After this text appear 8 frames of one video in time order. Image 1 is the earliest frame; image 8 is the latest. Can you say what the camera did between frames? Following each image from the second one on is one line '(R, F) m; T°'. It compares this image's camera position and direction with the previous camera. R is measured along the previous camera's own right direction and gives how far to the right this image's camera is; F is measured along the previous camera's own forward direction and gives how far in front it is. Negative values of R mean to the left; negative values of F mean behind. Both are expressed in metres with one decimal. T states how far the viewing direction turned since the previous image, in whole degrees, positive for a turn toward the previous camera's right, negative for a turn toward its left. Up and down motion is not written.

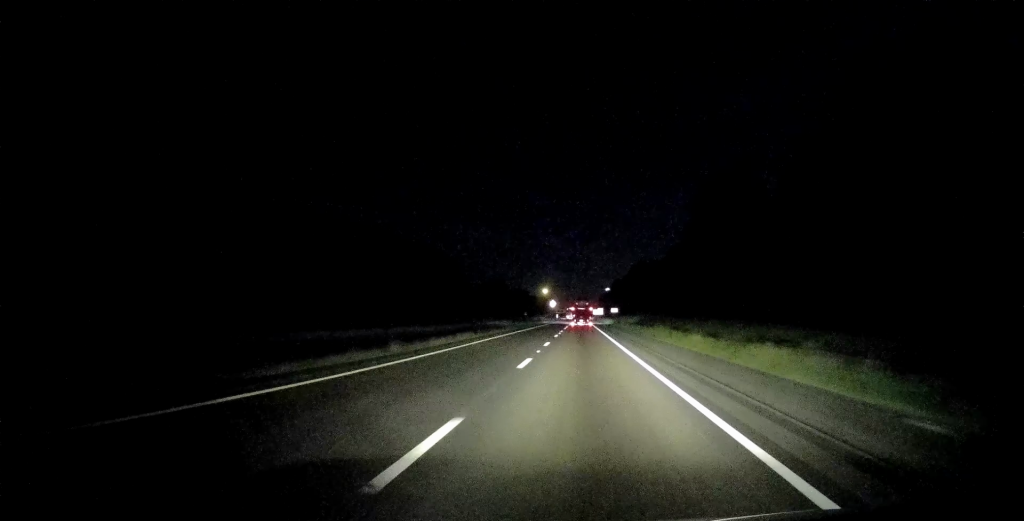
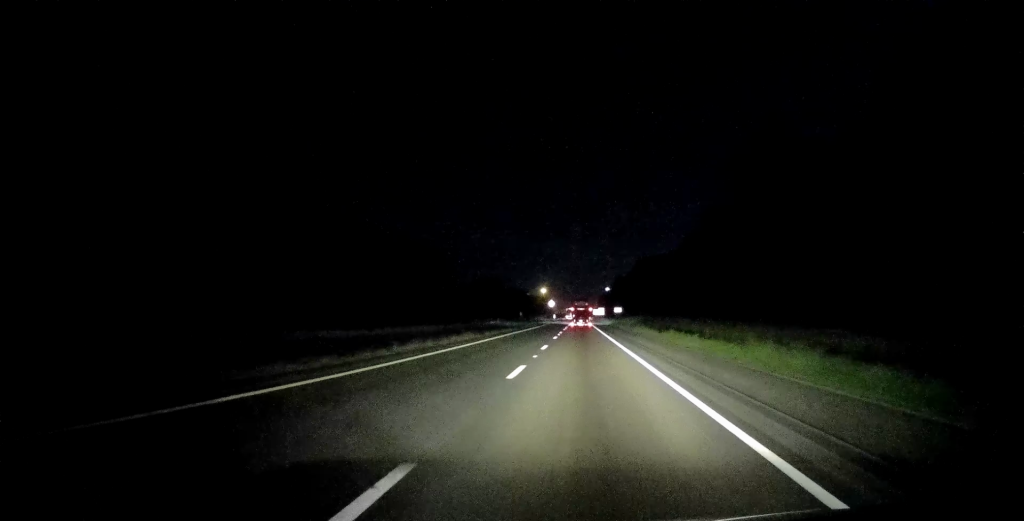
(-0.1, +26.9) m; 0°
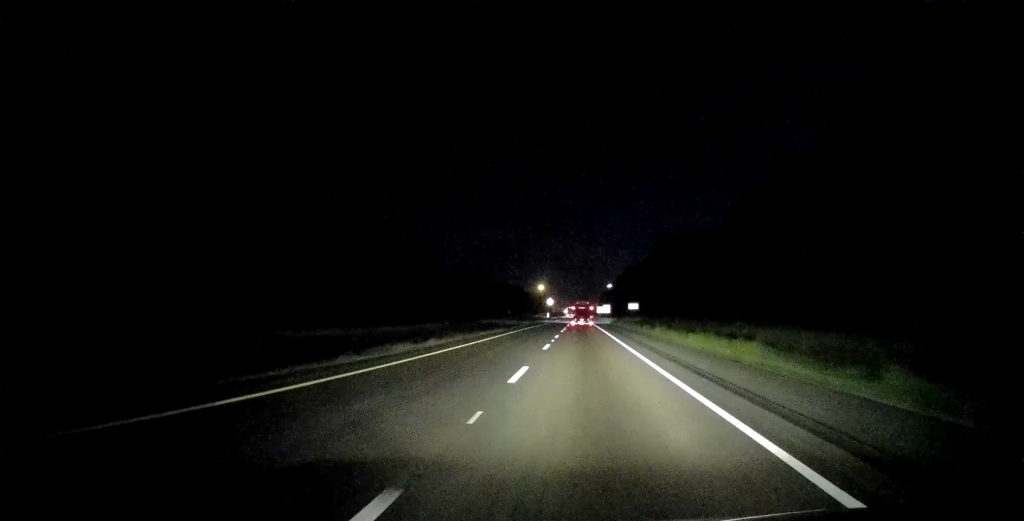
(+0.2, +61.0) m; 0°
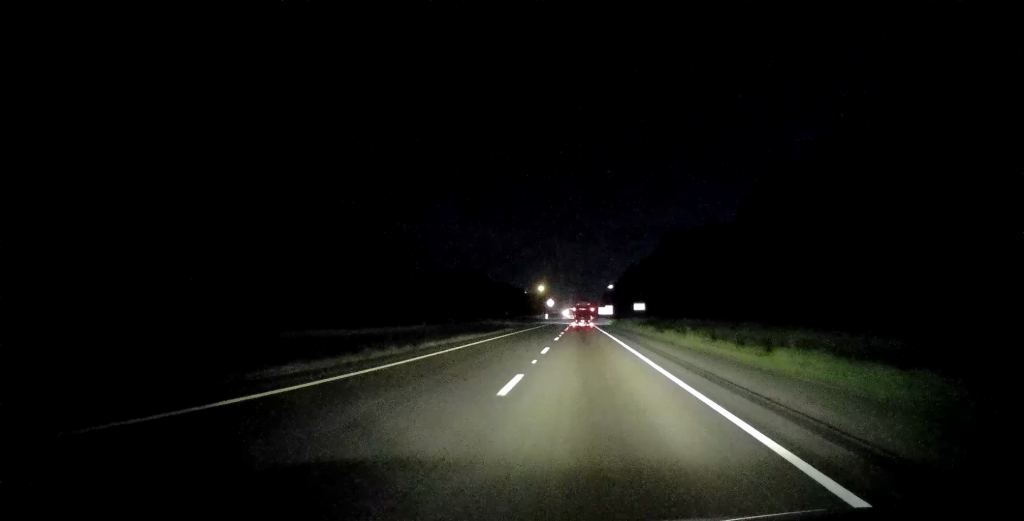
(0.0, +14.1) m; 0°
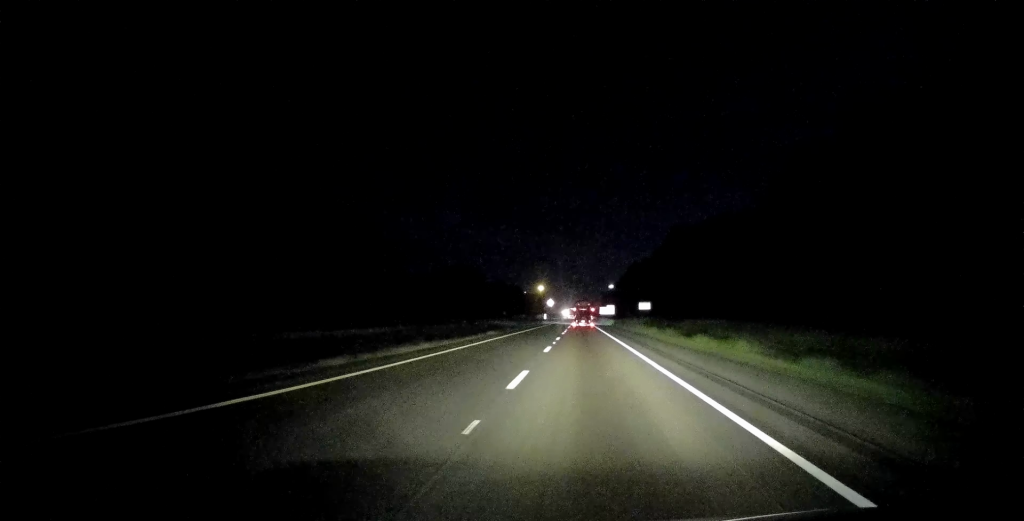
(-0.1, +12.0) m; 0°
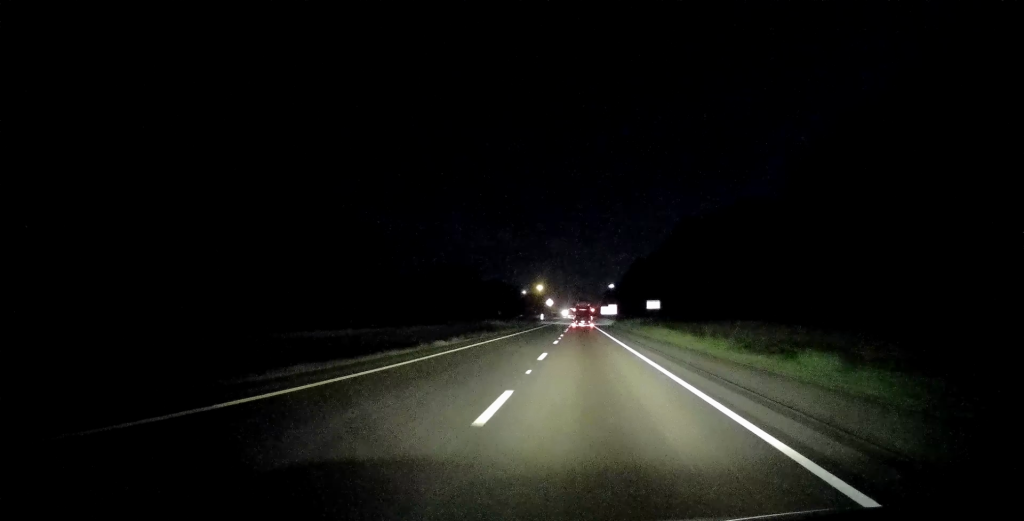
(-0.1, +16.0) m; 0°
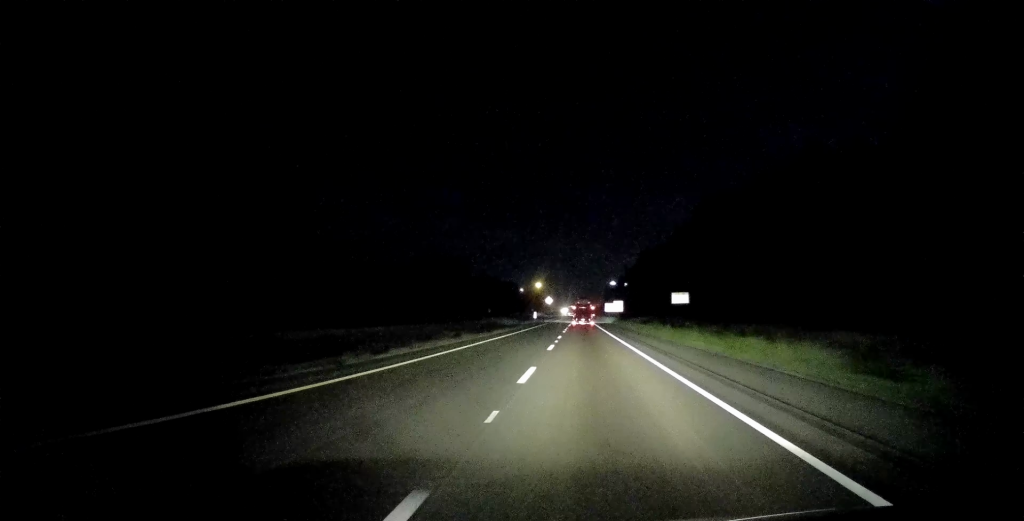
(+0.2, +31.2) m; 0°
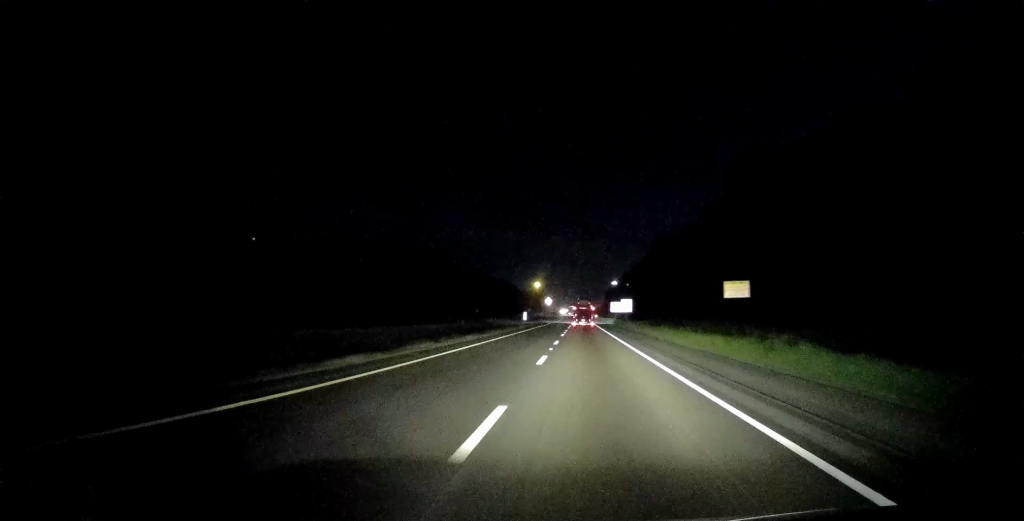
(0.0, +31.2) m; -1°
